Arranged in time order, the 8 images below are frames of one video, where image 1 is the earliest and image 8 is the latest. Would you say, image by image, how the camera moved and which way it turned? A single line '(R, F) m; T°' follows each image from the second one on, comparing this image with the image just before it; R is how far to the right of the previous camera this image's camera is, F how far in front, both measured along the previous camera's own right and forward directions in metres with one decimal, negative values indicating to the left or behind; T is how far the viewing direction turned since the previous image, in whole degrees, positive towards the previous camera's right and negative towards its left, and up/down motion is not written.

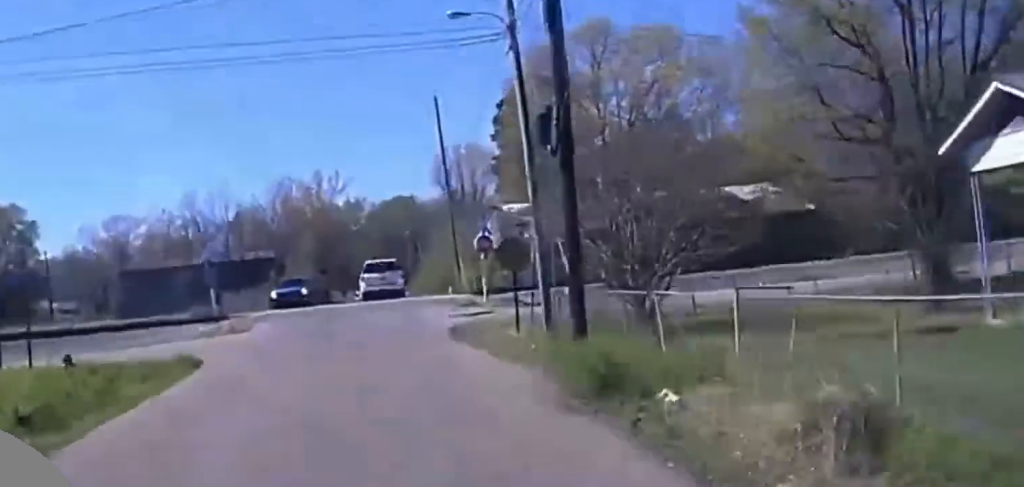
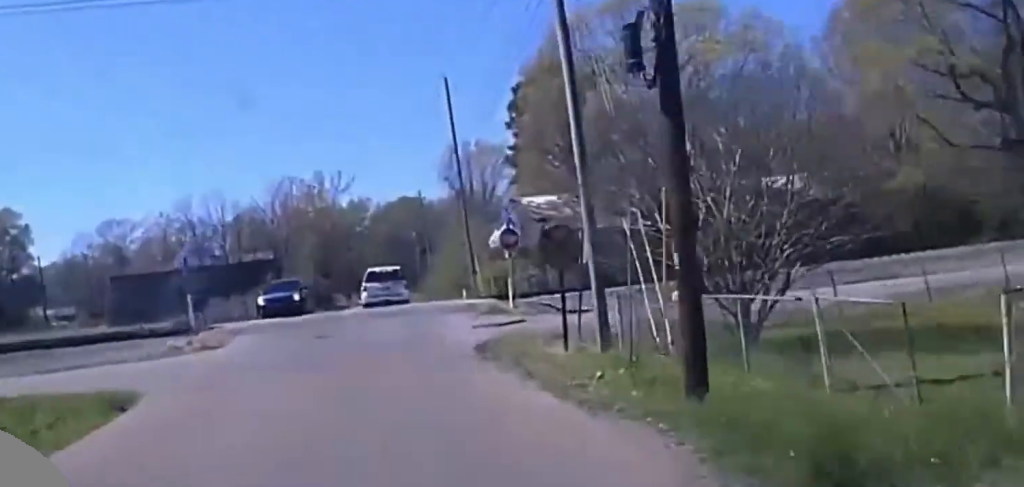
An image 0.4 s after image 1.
(-0.2, +7.4) m; 0°
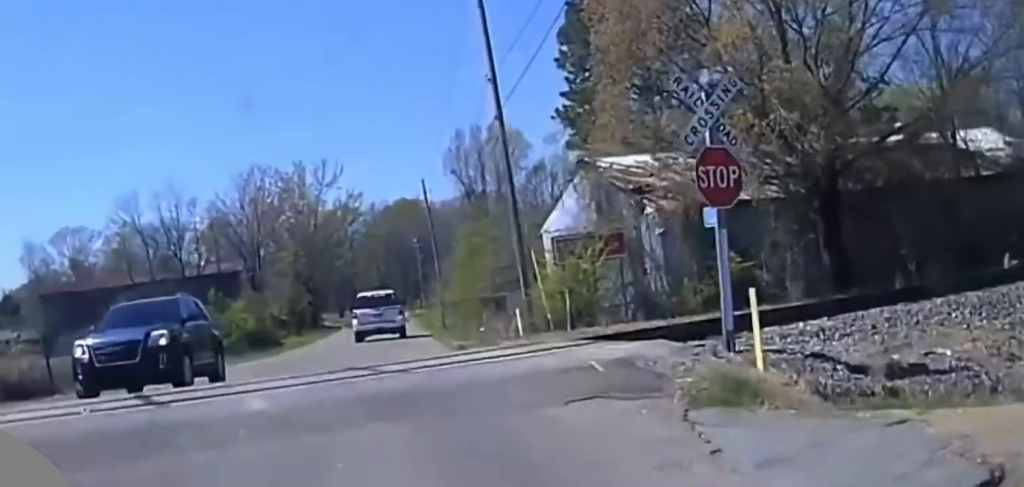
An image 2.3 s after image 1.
(+0.2, +25.6) m; -1°
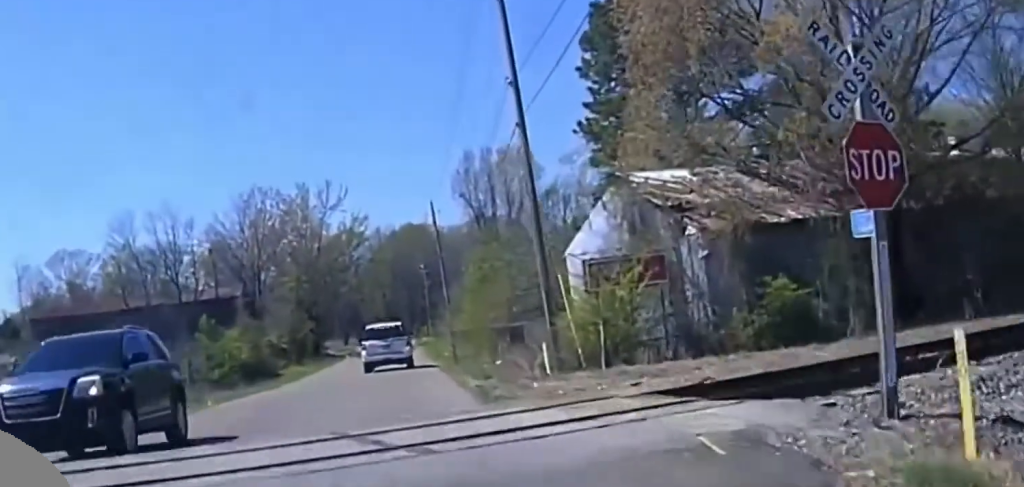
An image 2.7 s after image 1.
(-0.1, +4.9) m; -1°
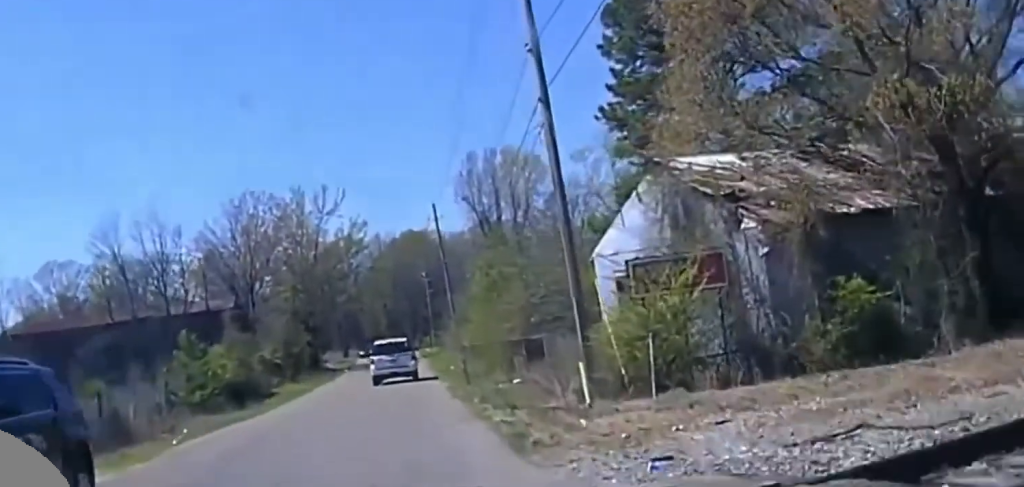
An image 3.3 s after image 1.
(0.0, +5.2) m; 0°
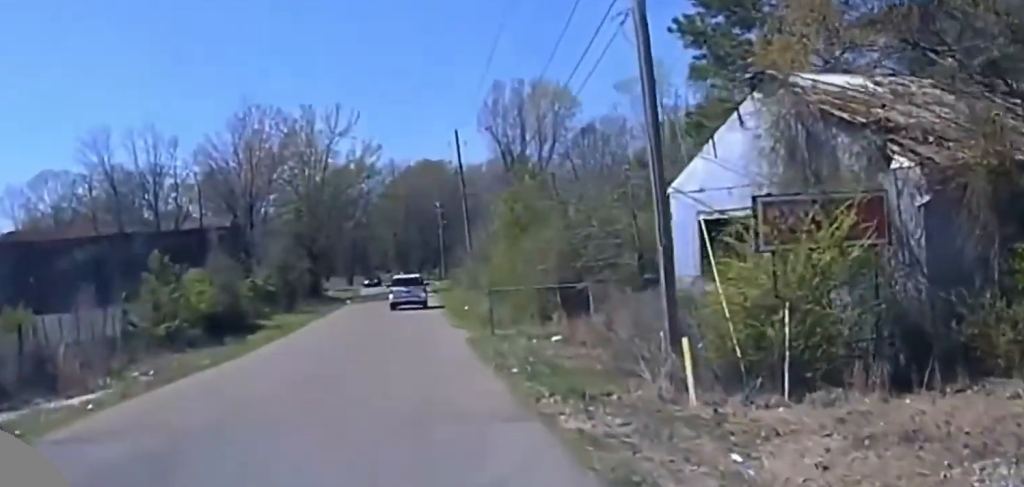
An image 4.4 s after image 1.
(0.0, +7.2) m; 0°
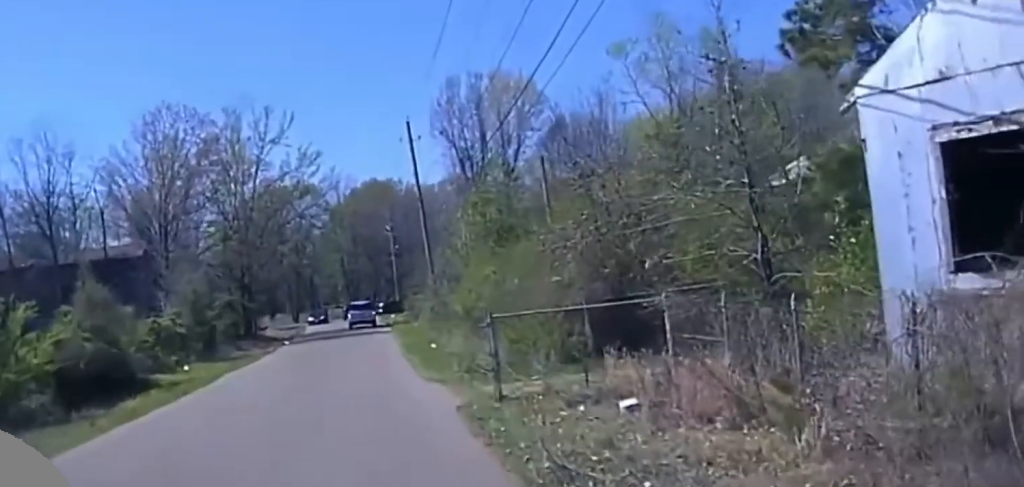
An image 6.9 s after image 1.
(0.0, +11.9) m; 0°
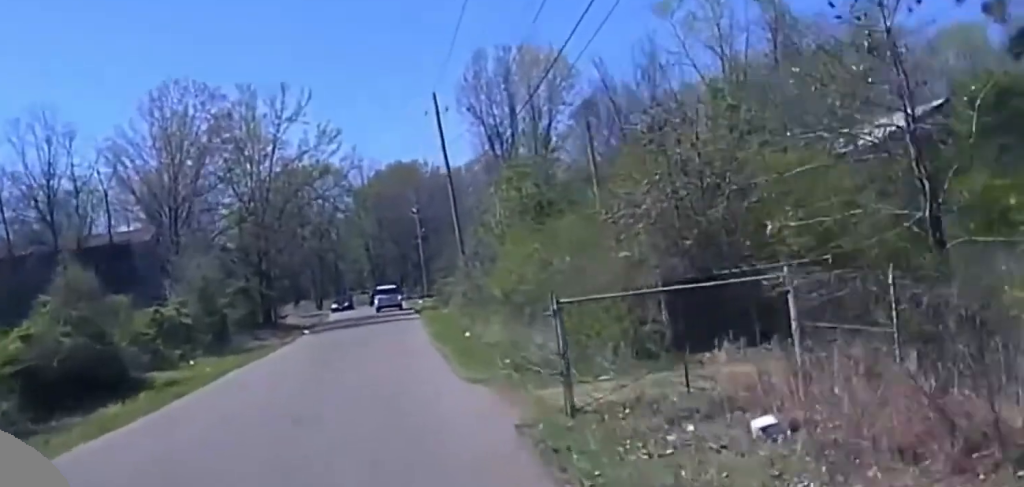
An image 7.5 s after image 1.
(0.0, +4.1) m; 0°
